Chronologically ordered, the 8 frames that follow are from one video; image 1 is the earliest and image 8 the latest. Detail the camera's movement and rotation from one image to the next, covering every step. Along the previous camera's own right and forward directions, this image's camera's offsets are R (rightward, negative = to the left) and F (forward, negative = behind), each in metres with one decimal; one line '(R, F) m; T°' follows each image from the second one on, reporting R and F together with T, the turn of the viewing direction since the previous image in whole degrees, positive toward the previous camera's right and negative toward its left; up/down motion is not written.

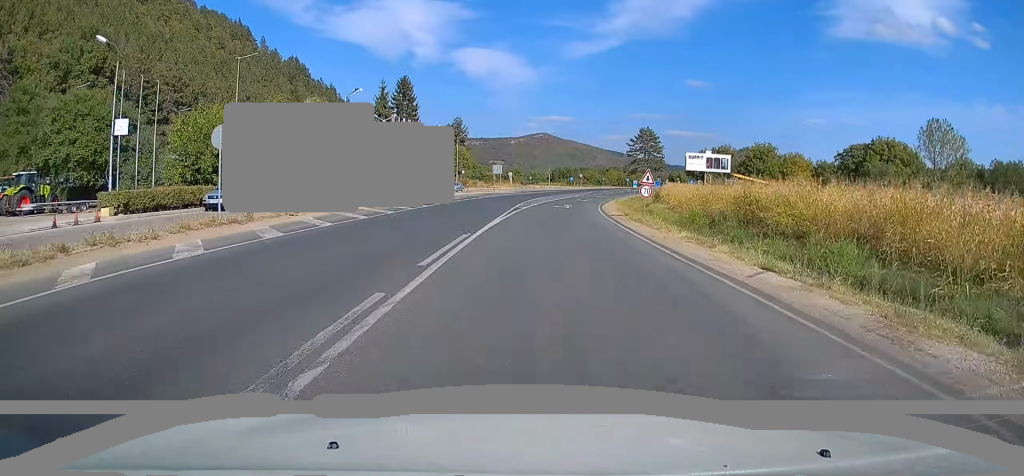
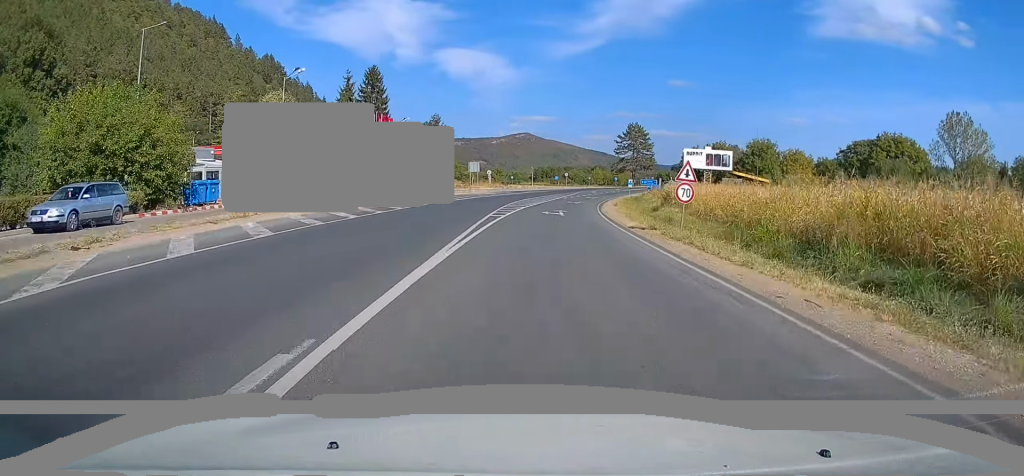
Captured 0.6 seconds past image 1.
(-0.1, +10.9) m; +1°
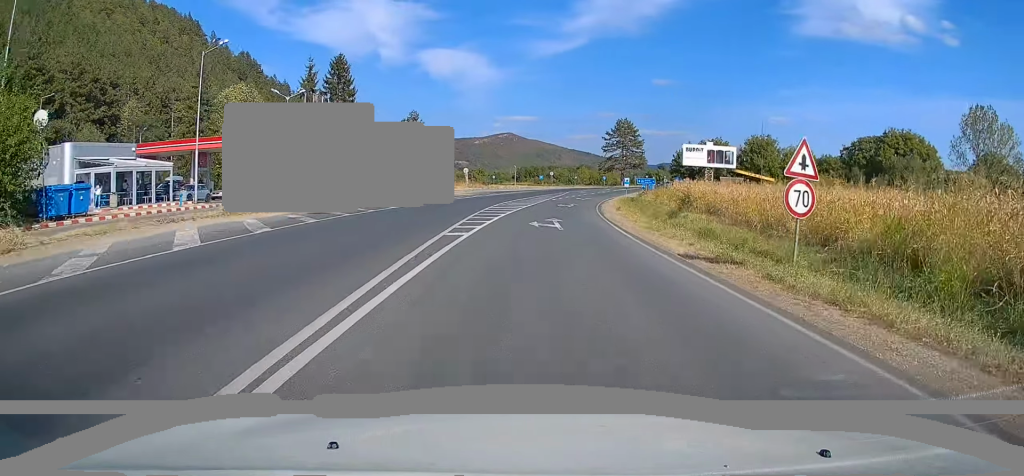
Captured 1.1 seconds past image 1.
(+0.2, +10.3) m; +1°
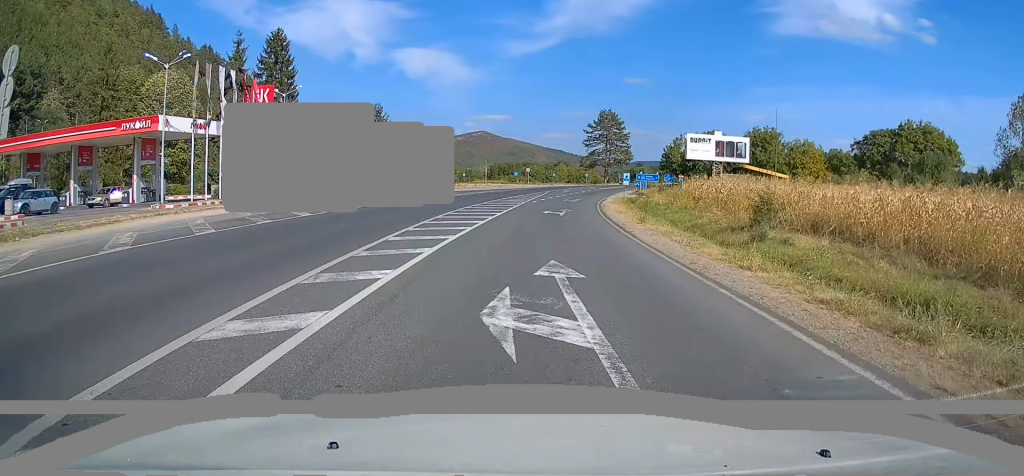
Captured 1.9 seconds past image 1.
(+0.3, +16.1) m; +3°
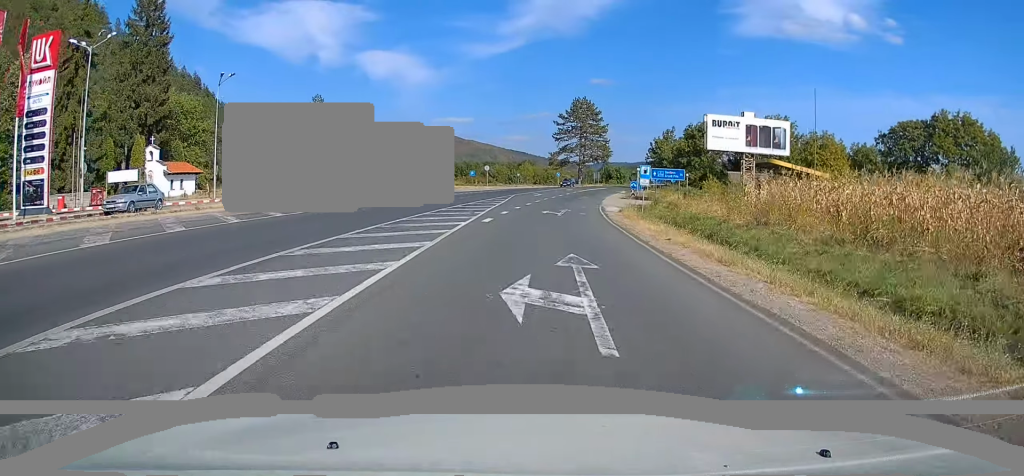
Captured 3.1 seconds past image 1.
(+1.0, +23.1) m; +4°
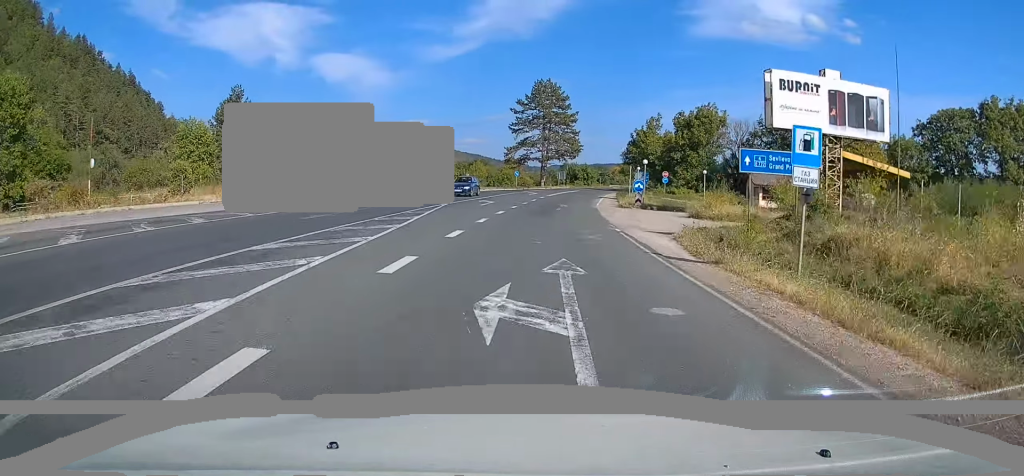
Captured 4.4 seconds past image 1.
(+0.4, +23.8) m; +2°
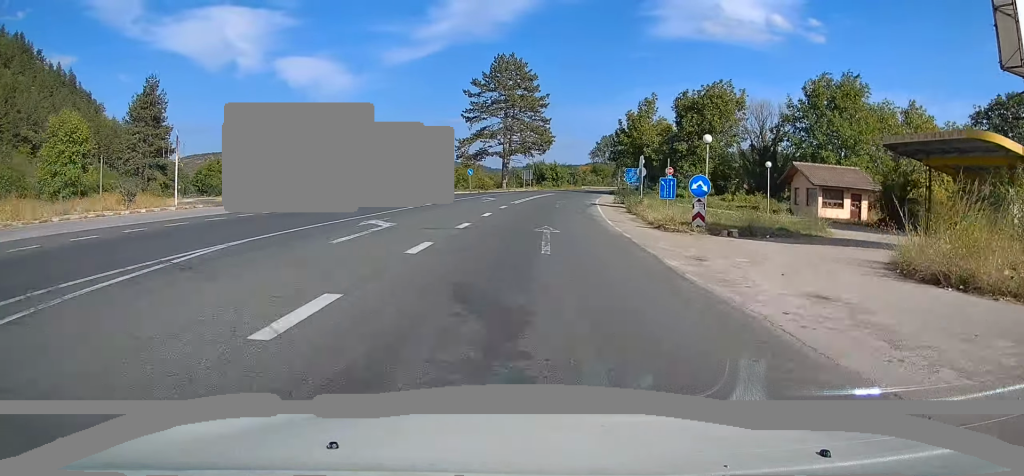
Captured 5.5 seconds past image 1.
(+0.4, +21.2) m; +4°
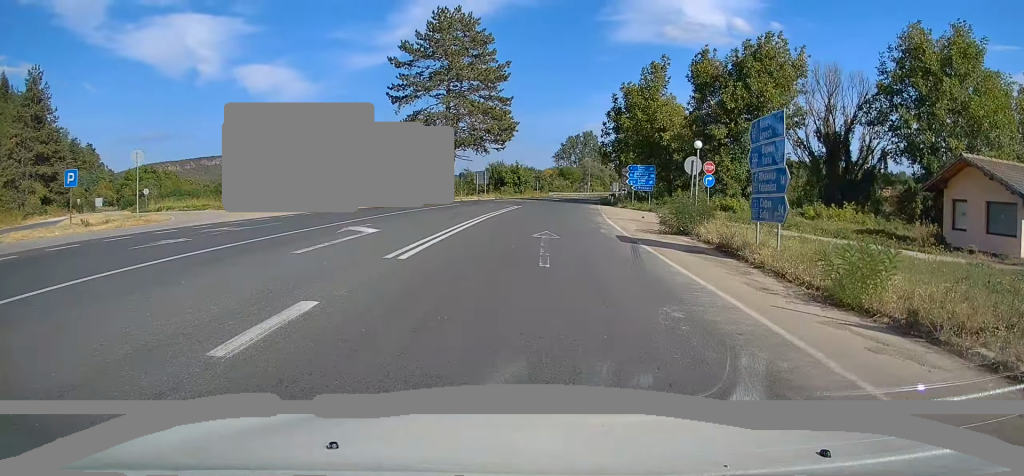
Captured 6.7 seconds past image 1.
(+1.2, +24.2) m; +4°
